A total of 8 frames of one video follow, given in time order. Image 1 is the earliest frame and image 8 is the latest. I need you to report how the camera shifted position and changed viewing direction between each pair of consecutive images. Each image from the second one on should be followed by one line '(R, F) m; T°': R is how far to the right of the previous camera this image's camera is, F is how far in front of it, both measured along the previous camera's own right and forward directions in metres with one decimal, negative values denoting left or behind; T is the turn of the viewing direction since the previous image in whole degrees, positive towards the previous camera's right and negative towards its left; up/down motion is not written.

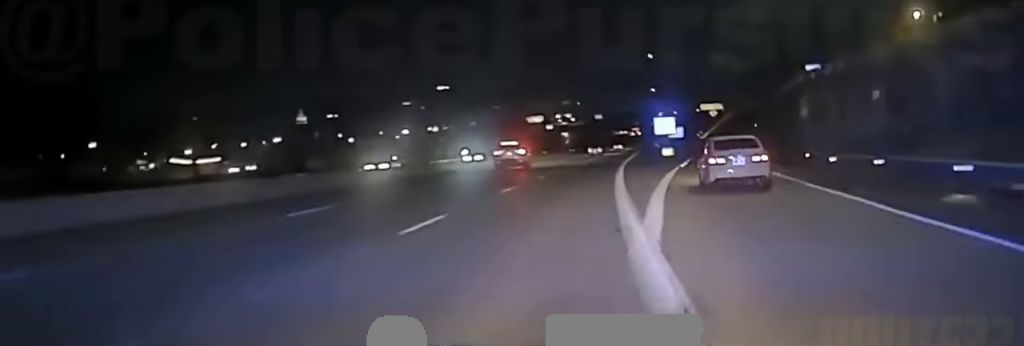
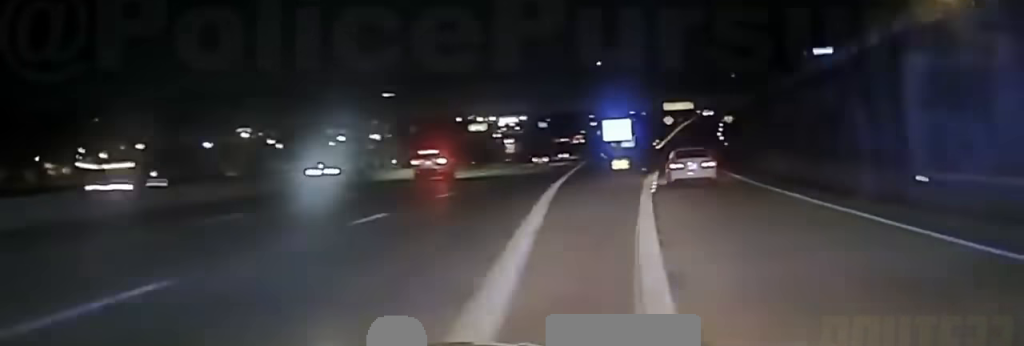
(+0.9, +28.4) m; +3°
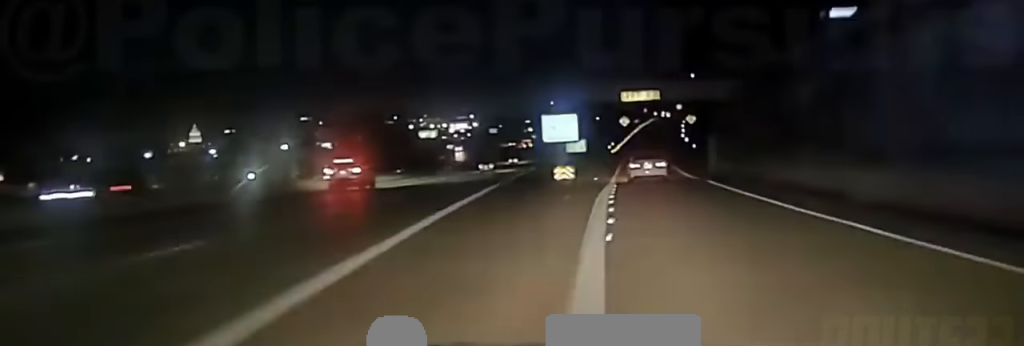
(+0.4, +17.2) m; +1°
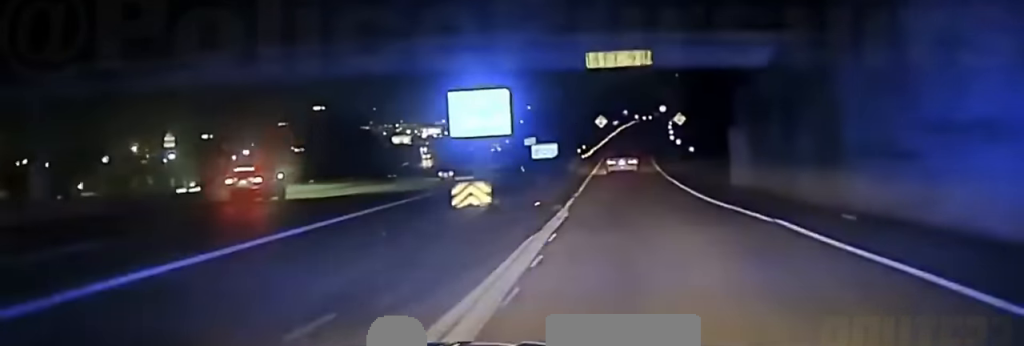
(+0.2, +22.6) m; +1°
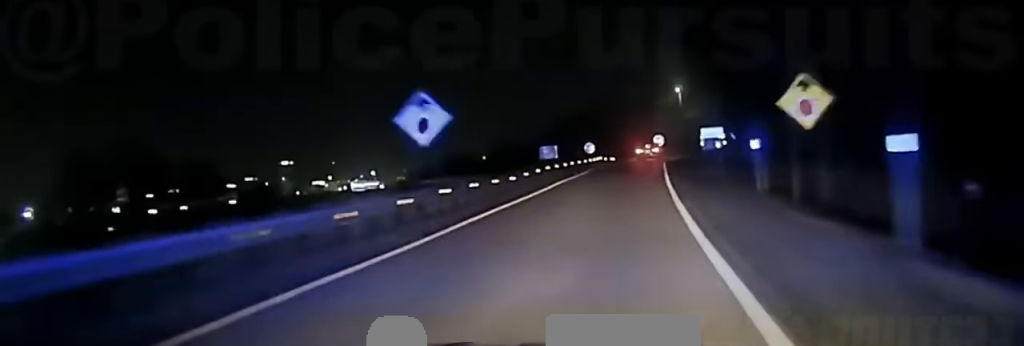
(+2.7, +87.0) m; +1°
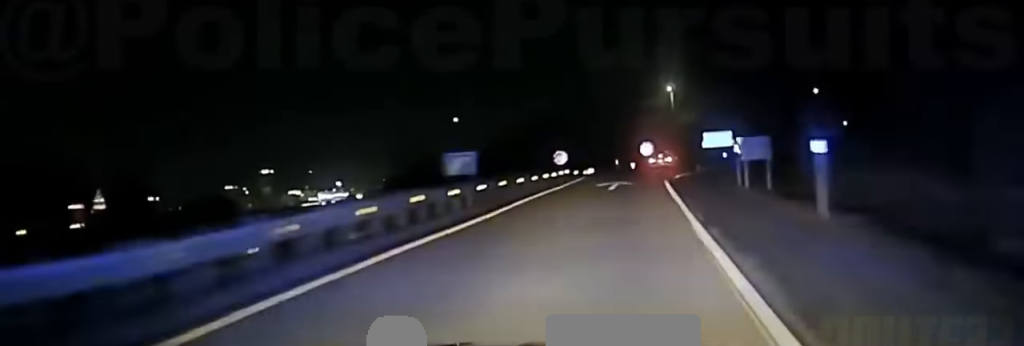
(-0.1, +26.0) m; +1°
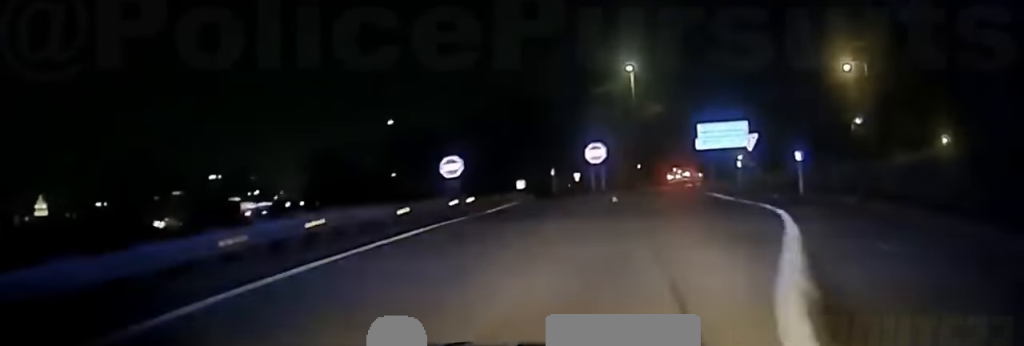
(+1.4, +46.3) m; +4°
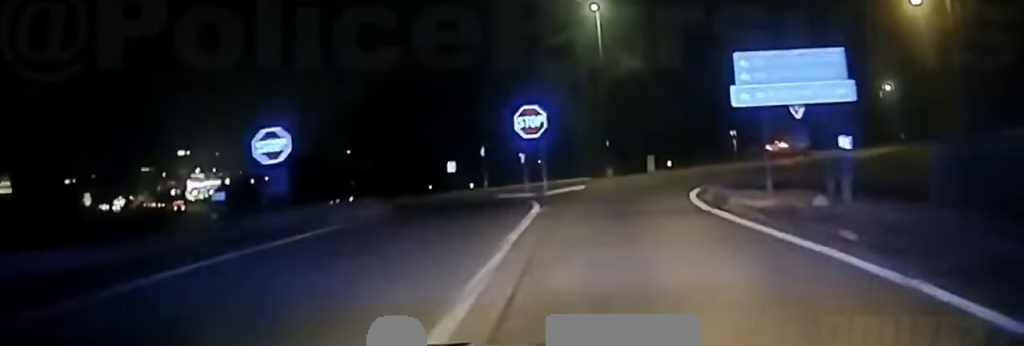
(+1.0, +31.2) m; +3°
